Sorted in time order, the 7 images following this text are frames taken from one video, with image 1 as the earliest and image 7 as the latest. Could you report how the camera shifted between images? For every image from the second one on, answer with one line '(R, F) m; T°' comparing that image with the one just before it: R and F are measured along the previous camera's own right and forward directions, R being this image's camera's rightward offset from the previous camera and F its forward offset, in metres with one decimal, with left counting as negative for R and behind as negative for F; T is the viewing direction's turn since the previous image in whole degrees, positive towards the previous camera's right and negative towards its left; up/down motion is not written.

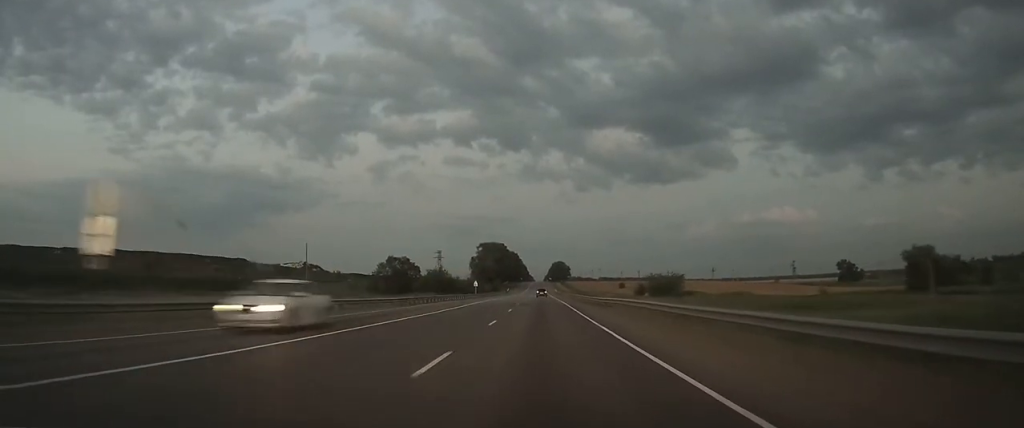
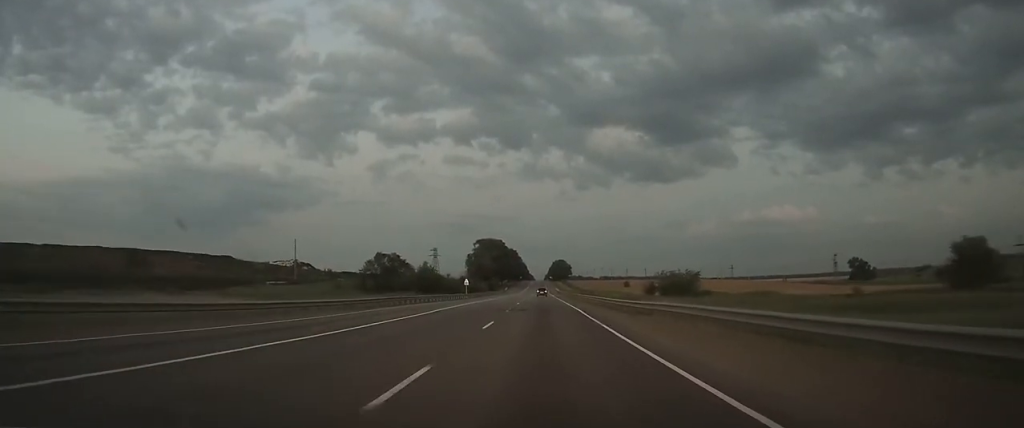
(0.0, +14.4) m; 0°
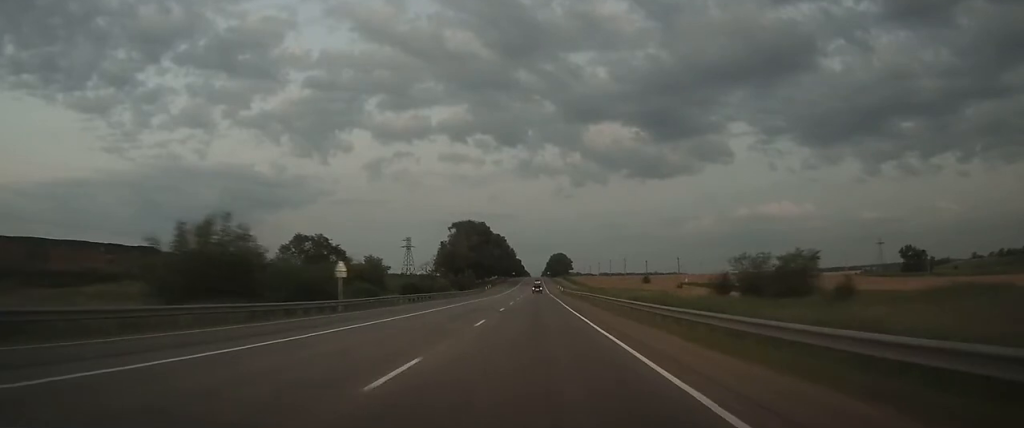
(0.0, +59.6) m; 0°
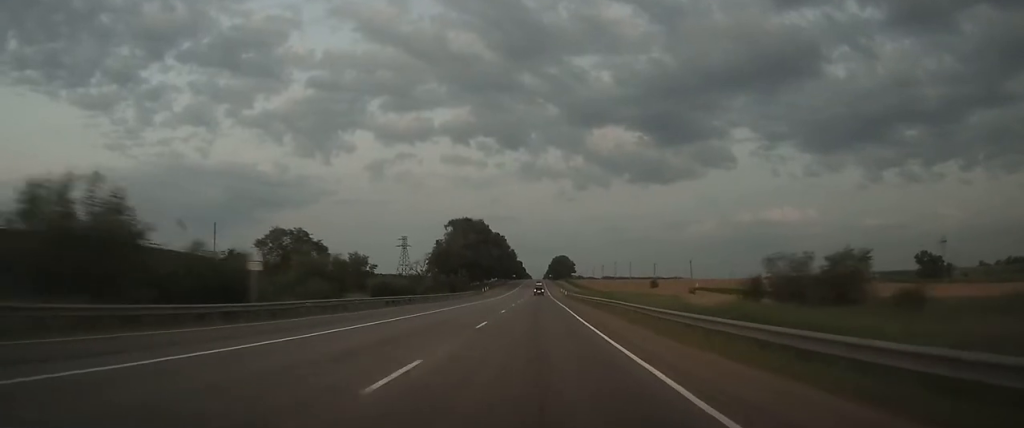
(0.0, +12.1) m; 0°
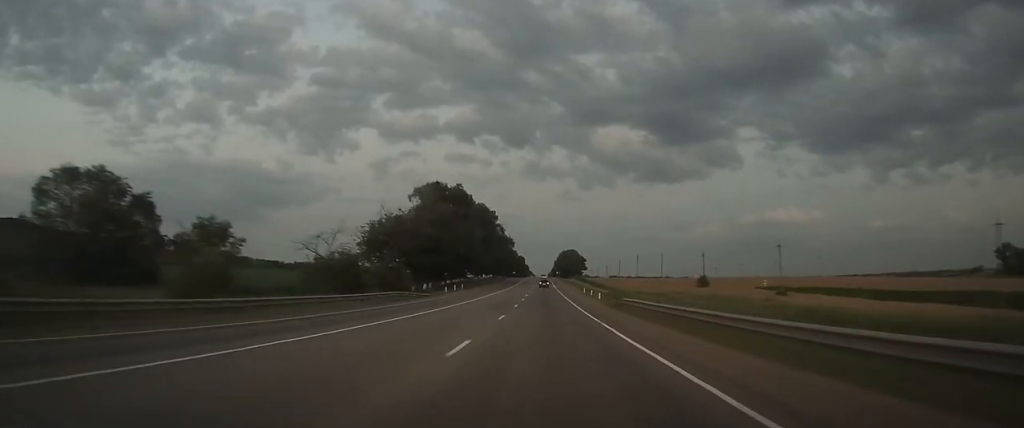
(-0.1, +56.4) m; 0°
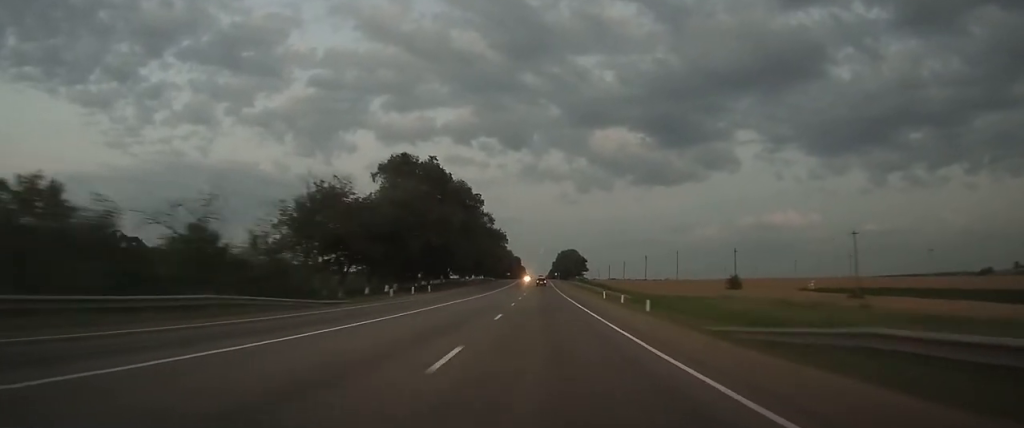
(+0.1, +26.3) m; 0°
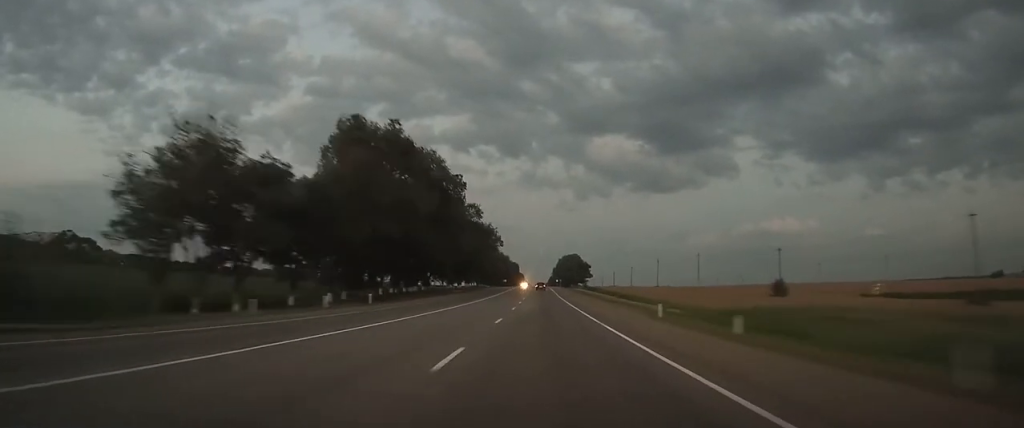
(0.0, +23.7) m; 0°
